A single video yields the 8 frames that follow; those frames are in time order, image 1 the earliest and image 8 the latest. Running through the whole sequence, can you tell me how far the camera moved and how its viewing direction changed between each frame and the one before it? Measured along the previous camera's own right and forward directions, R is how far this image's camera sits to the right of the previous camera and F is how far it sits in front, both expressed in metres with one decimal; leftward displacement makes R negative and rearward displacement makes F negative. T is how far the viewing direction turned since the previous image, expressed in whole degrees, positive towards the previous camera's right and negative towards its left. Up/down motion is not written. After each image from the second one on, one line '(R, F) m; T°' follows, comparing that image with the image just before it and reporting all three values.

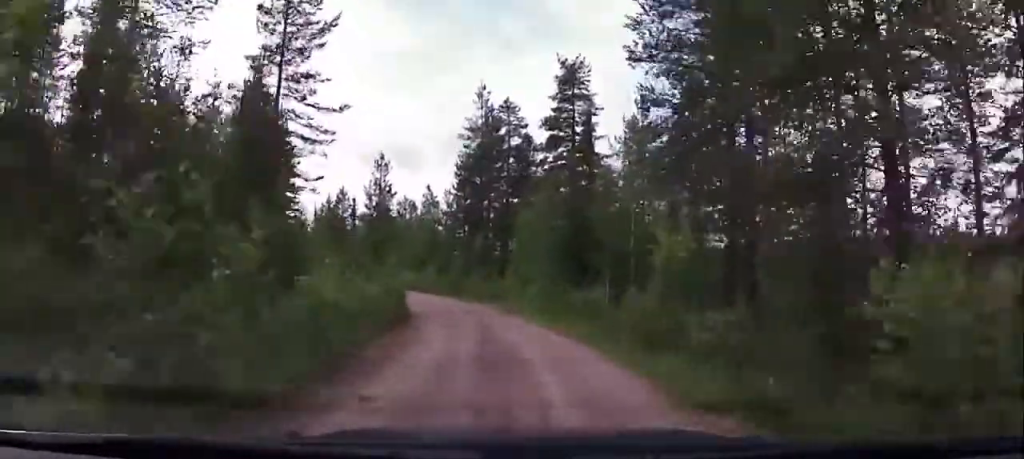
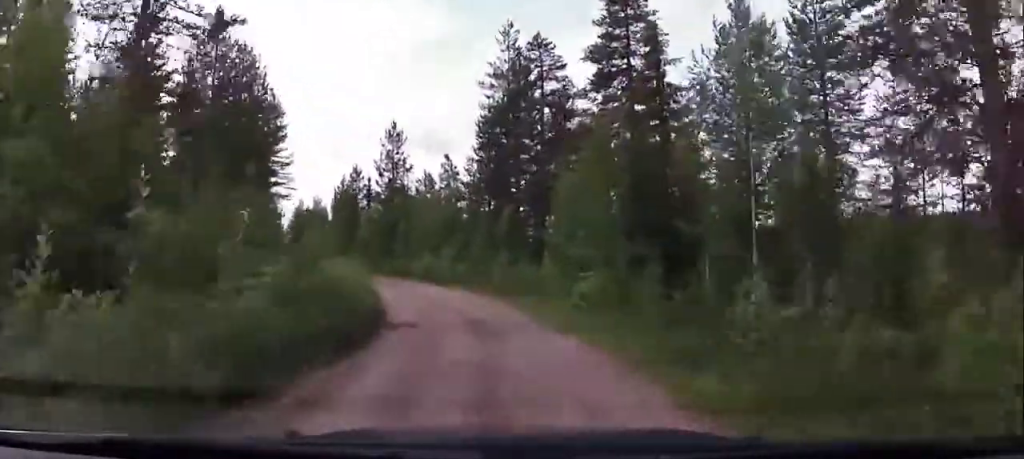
(+1.0, +10.3) m; -7°
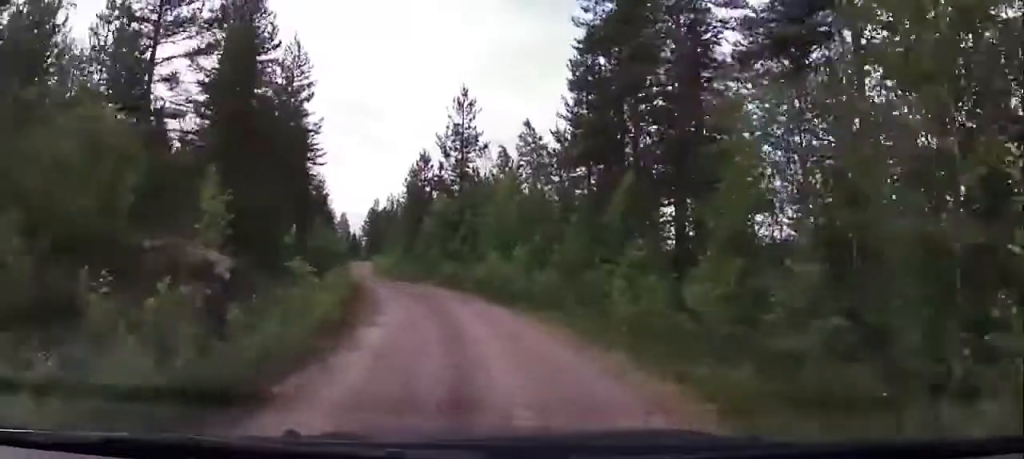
(-2.9, +12.8) m; -19°
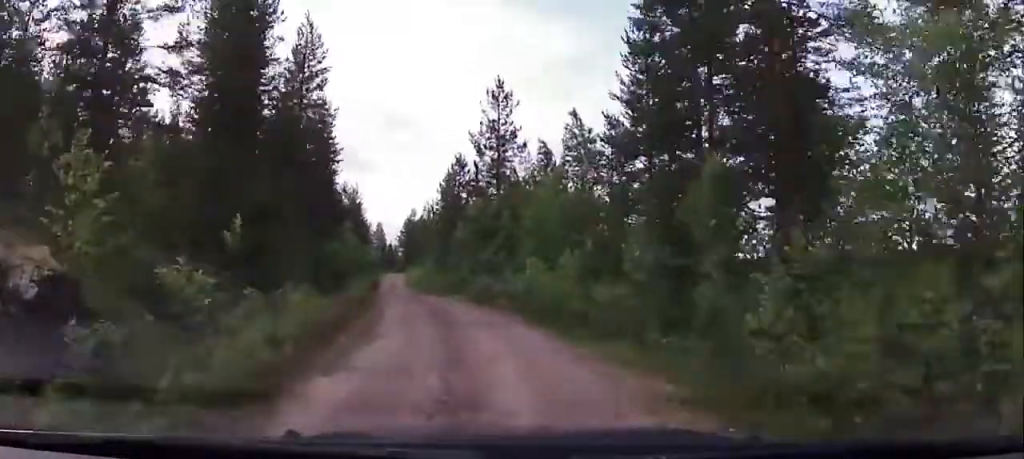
(-0.2, +4.9) m; -2°
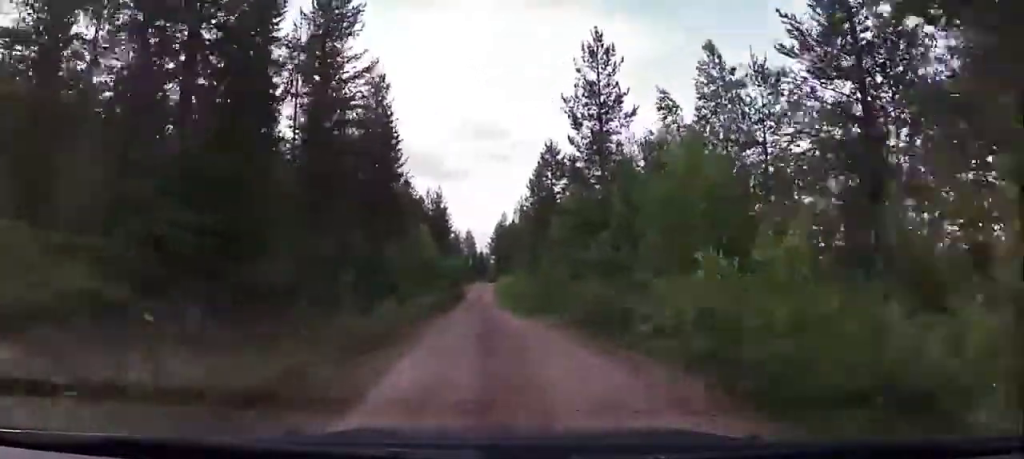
(-0.3, +9.6) m; -4°
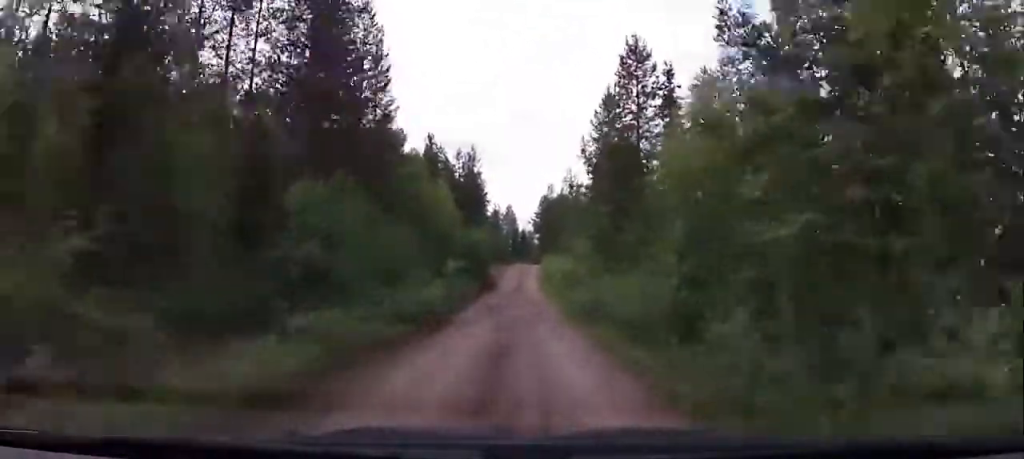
(-1.4, +16.7) m; -10°
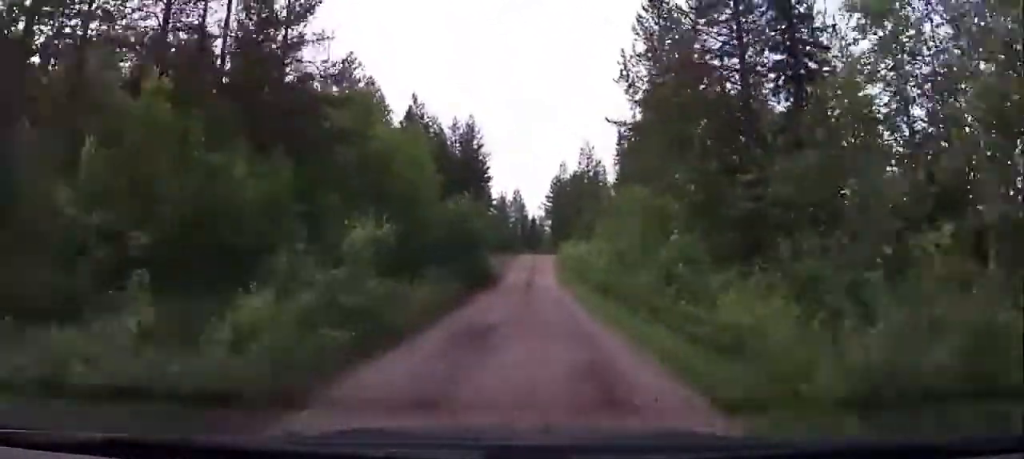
(-0.3, +15.7) m; -3°
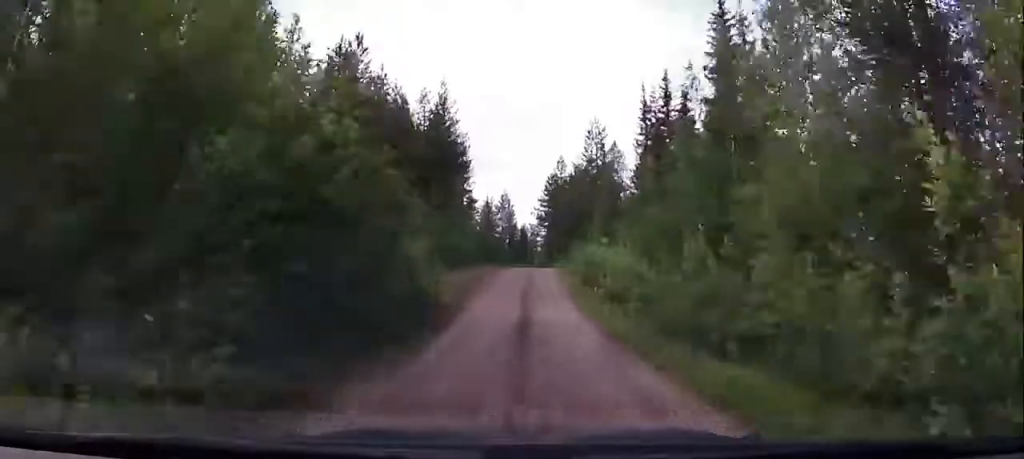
(-0.4, +19.5) m; 0°
